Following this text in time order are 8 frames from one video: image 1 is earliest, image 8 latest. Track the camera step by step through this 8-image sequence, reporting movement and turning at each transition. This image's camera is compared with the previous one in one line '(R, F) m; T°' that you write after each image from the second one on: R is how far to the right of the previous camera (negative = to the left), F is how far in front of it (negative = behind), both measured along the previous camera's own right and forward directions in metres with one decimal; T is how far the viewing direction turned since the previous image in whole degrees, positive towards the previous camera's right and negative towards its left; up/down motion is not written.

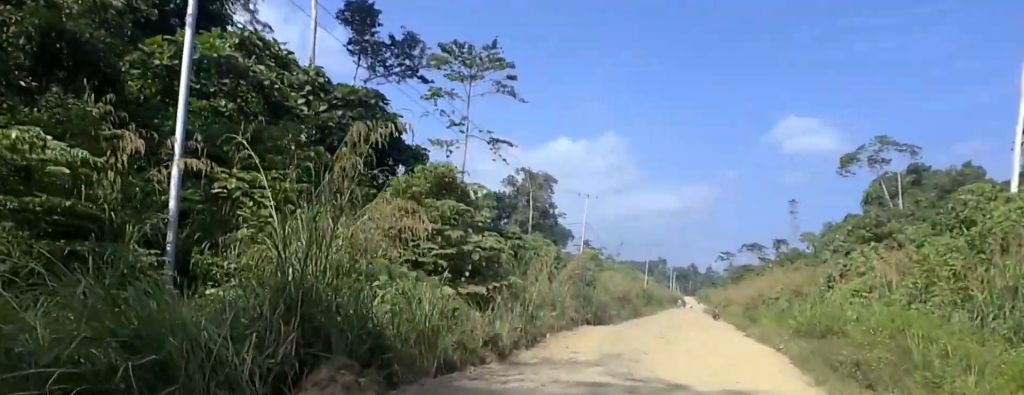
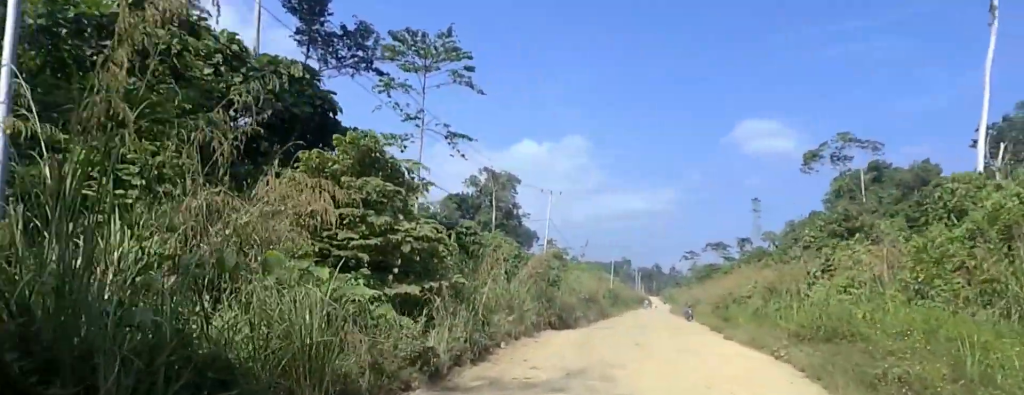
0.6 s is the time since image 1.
(0.0, +3.2) m; 0°
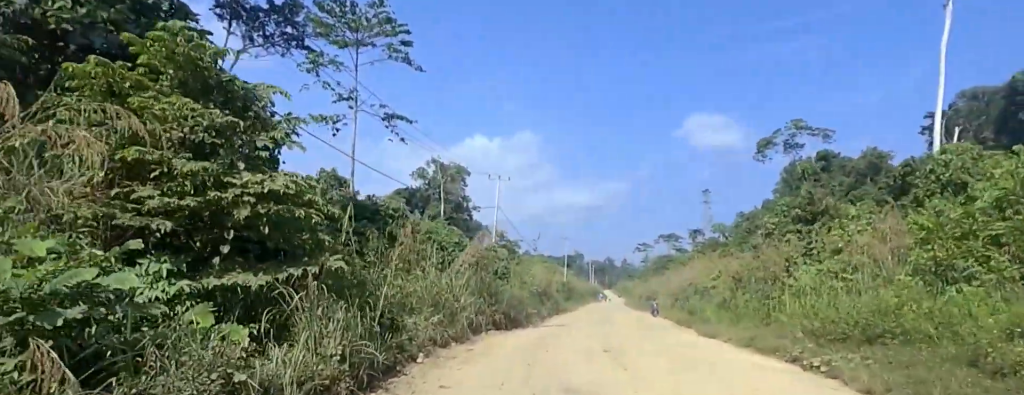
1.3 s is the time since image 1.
(0.0, +4.6) m; 0°
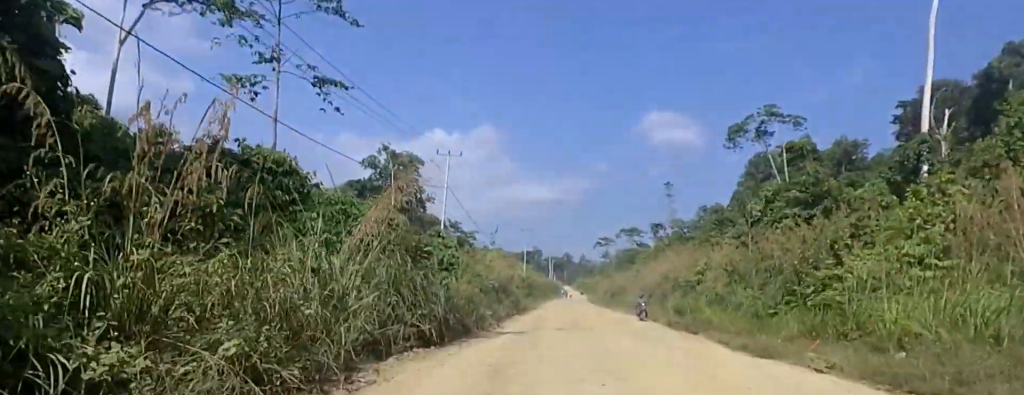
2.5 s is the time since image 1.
(0.0, +7.4) m; 0°
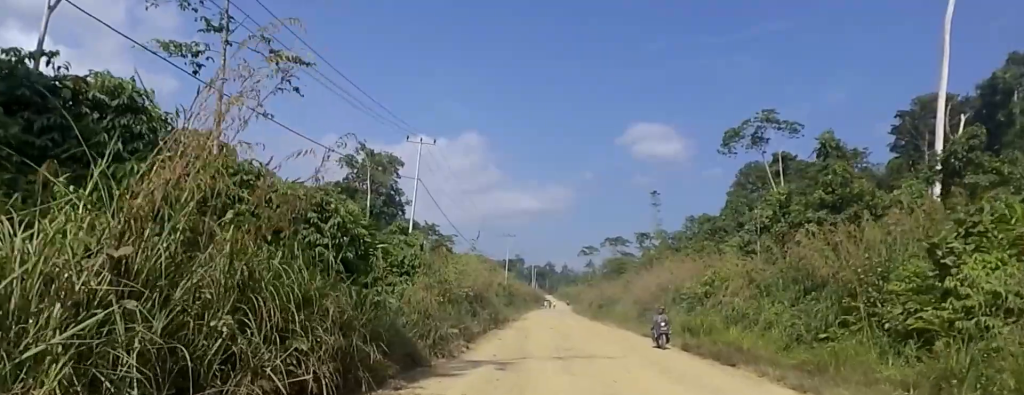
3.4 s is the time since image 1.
(0.0, +5.7) m; 0°
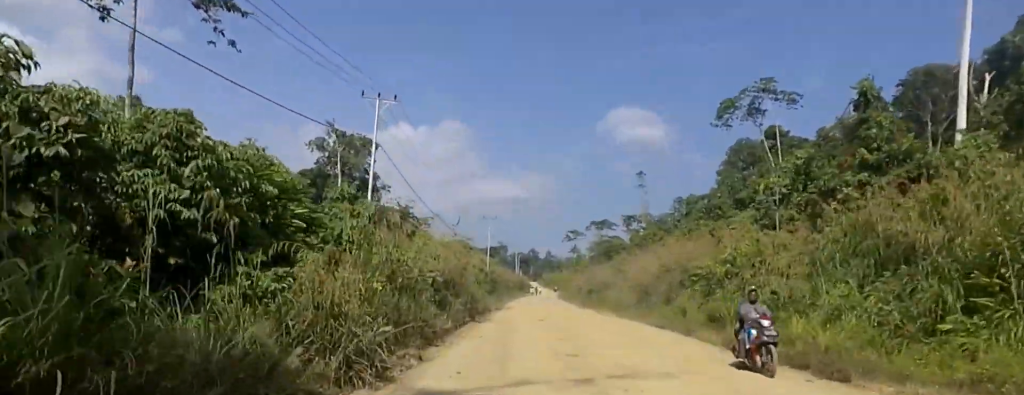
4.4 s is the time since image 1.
(0.0, +6.1) m; 0°
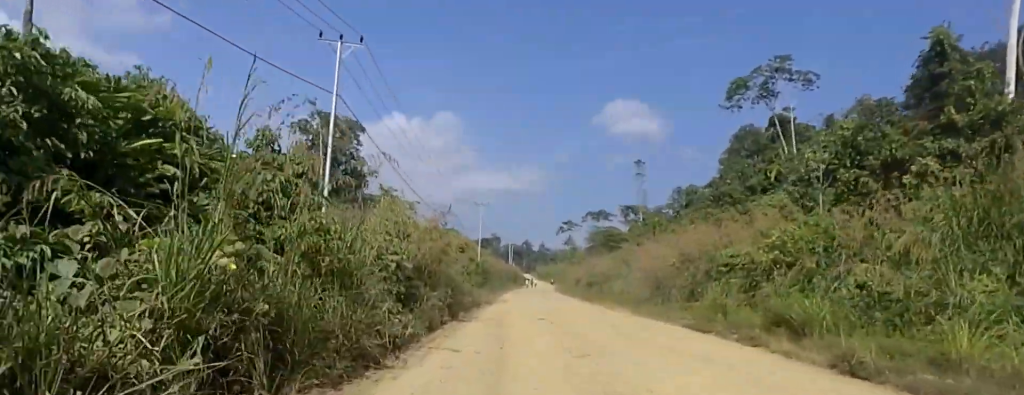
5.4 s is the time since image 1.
(0.0, +6.2) m; 0°
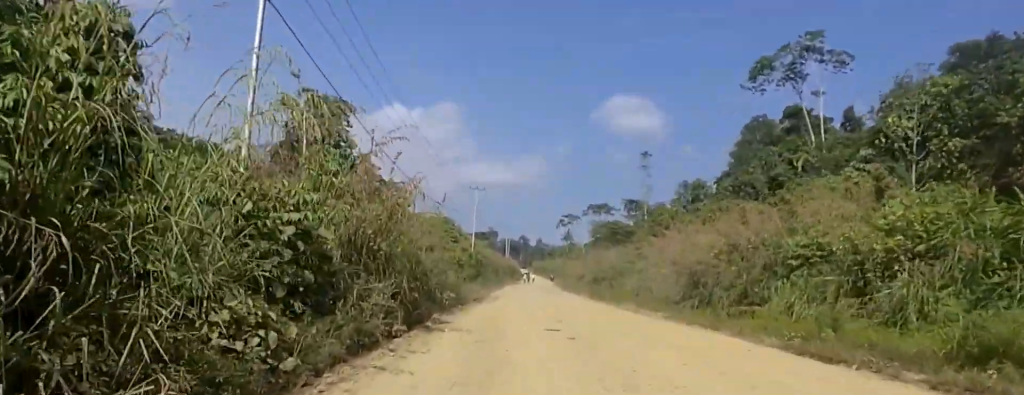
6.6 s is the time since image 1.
(0.0, +8.1) m; 0°
